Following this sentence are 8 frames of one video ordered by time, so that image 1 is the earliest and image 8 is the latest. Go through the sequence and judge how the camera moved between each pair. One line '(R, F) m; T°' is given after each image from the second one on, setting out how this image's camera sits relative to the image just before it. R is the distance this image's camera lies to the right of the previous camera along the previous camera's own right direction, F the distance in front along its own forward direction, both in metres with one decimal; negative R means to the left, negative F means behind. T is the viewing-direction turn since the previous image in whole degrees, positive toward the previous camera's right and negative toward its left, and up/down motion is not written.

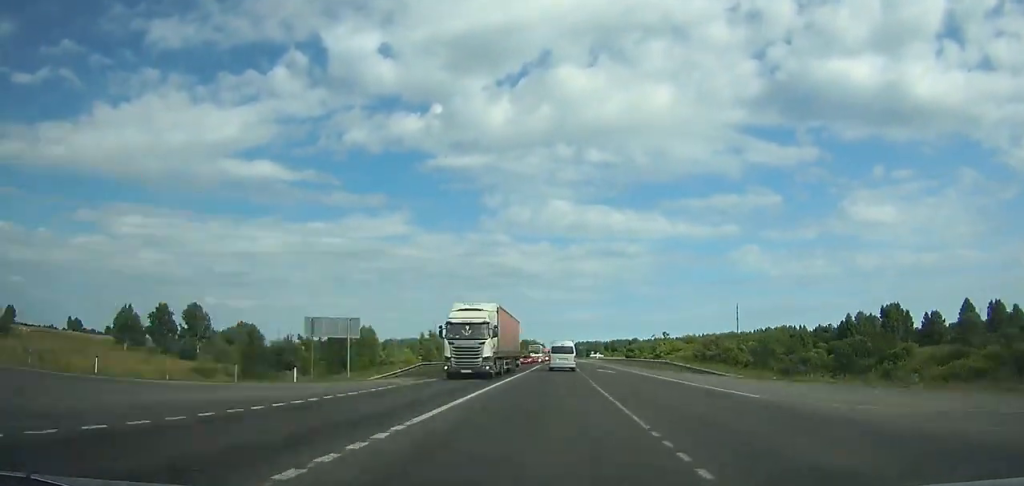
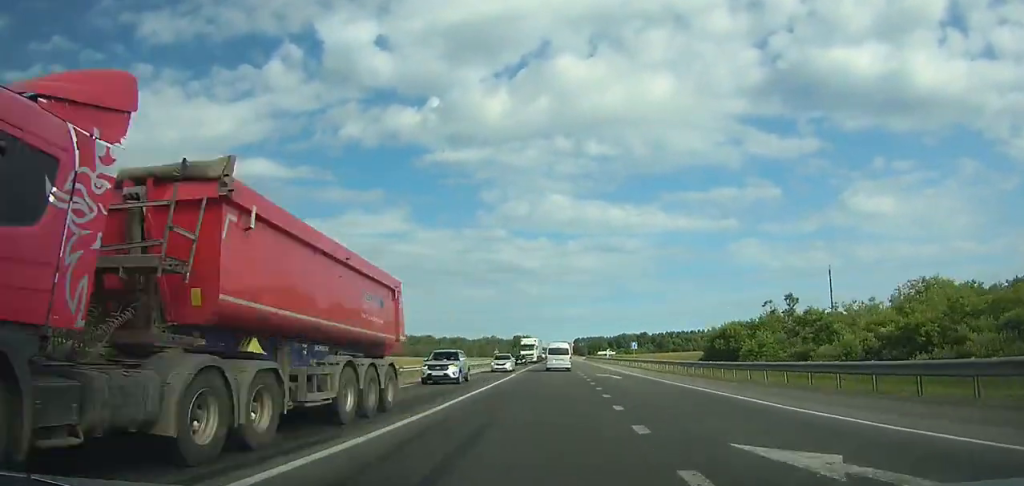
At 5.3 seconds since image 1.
(+0.1, +99.9) m; 0°
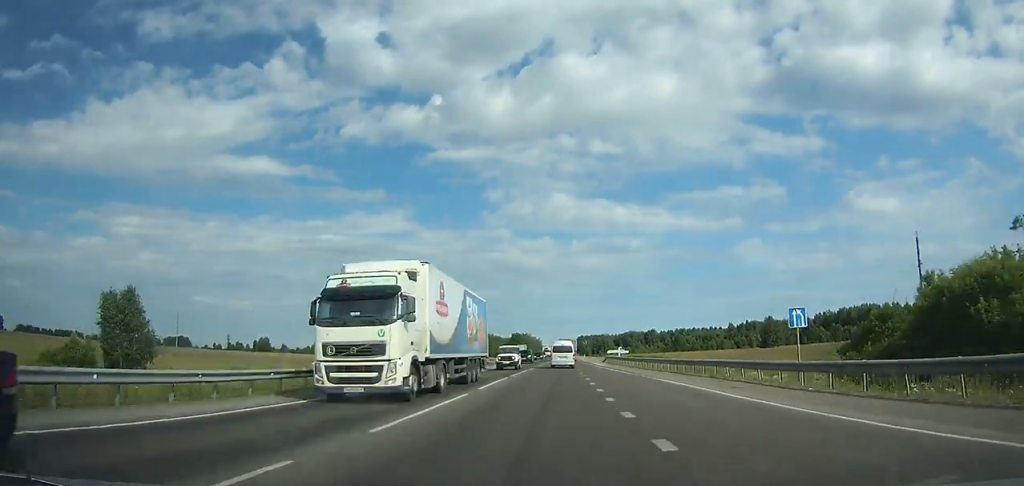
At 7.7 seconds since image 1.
(-0.3, +45.9) m; -1°
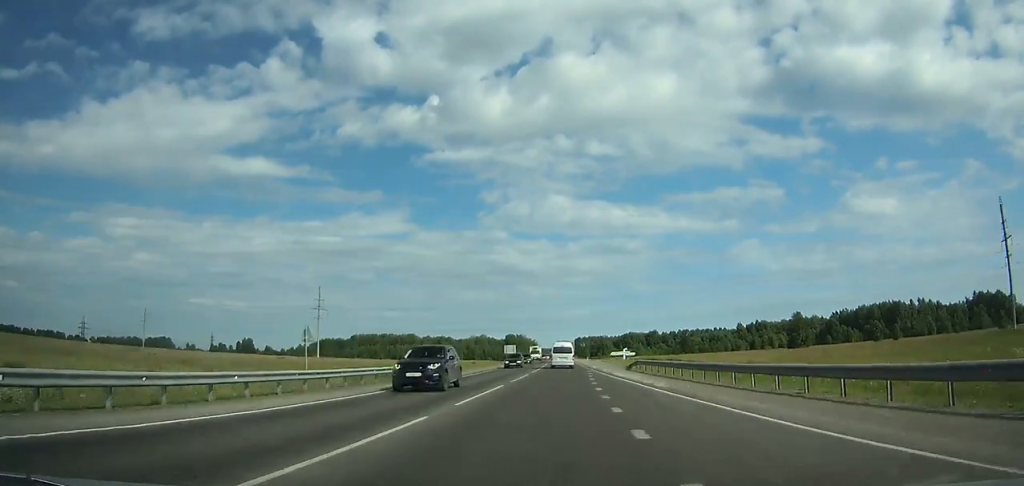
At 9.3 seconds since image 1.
(-0.1, +30.8) m; 0°
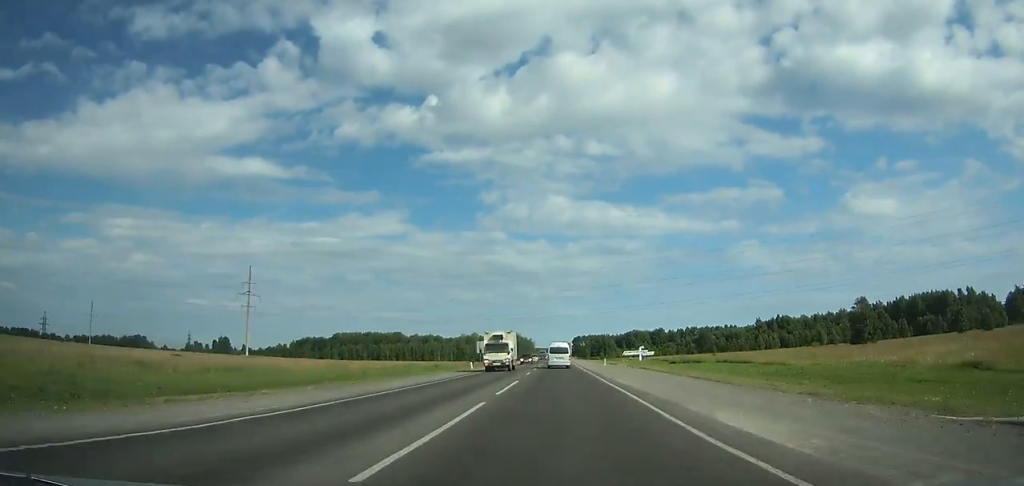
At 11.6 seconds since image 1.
(0.0, +45.0) m; 0°
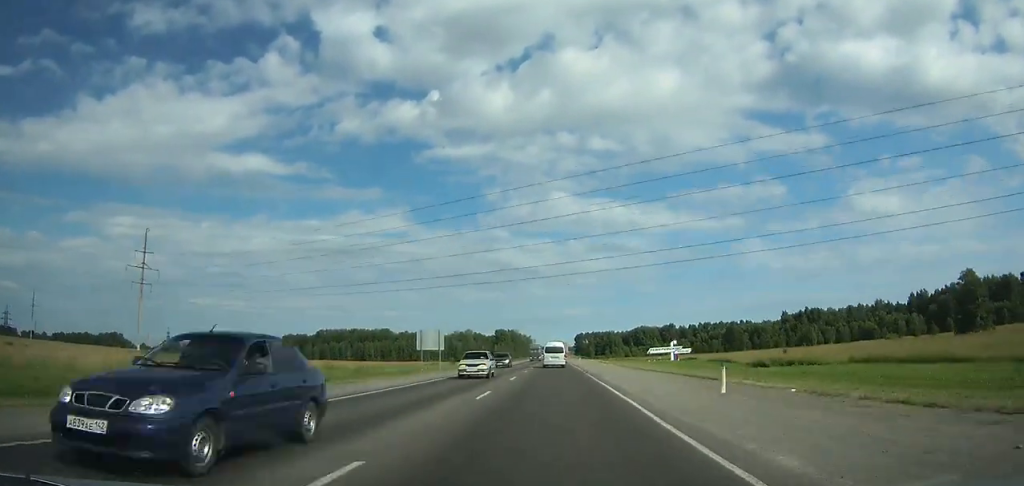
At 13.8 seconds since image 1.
(0.0, +43.5) m; 0°
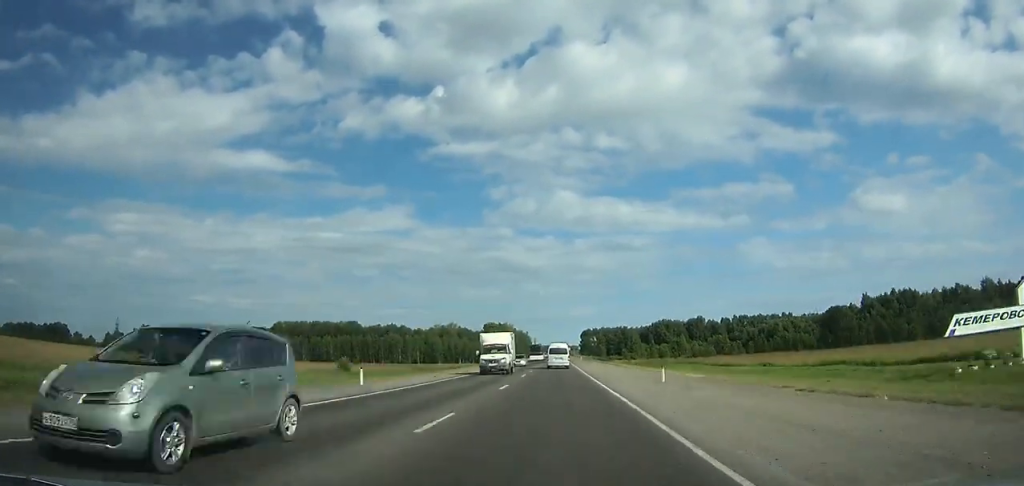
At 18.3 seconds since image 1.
(+0.2, +90.1) m; 0°
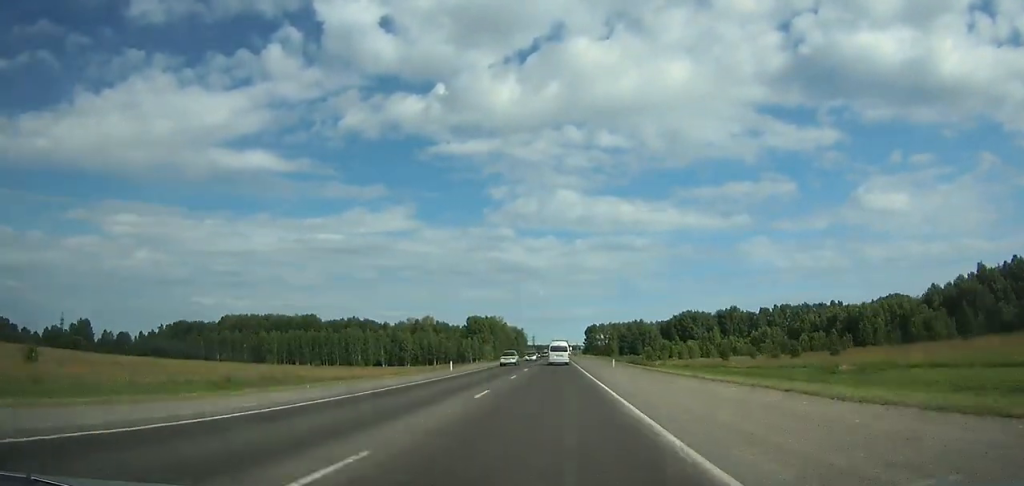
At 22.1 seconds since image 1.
(+0.2, +76.5) m; 0°
